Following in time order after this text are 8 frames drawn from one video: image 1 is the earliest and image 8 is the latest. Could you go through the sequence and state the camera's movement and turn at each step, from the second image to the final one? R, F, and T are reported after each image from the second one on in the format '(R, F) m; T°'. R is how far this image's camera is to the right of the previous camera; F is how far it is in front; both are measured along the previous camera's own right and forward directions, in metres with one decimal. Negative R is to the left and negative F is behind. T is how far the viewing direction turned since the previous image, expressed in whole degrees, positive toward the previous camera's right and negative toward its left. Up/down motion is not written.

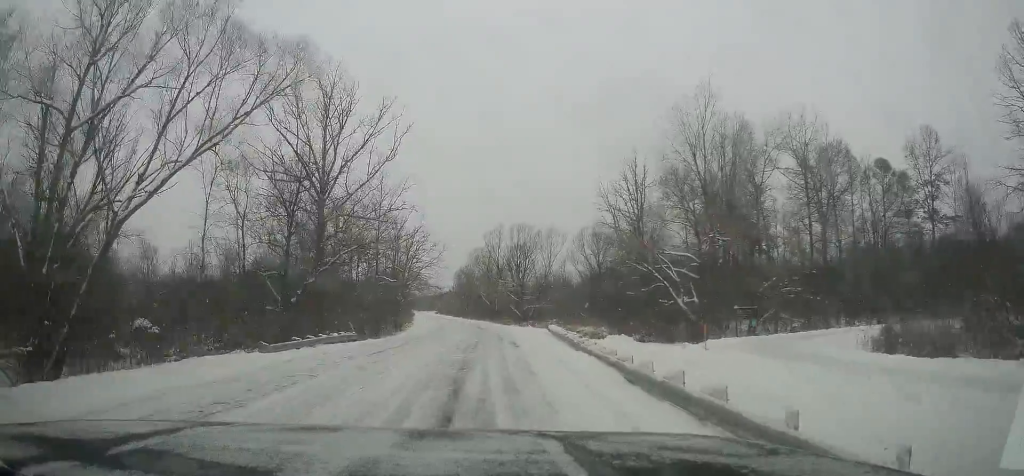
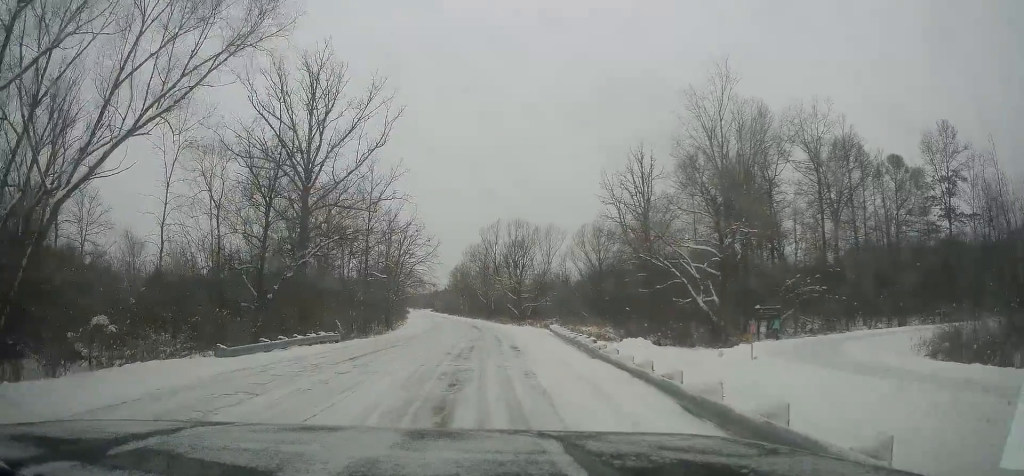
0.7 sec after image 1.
(0.0, +3.7) m; 0°
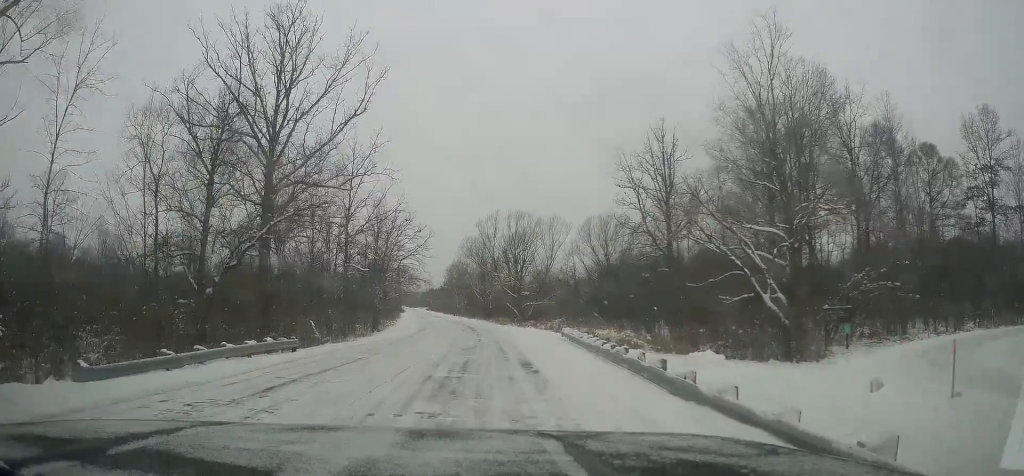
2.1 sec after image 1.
(0.0, +7.7) m; +1°
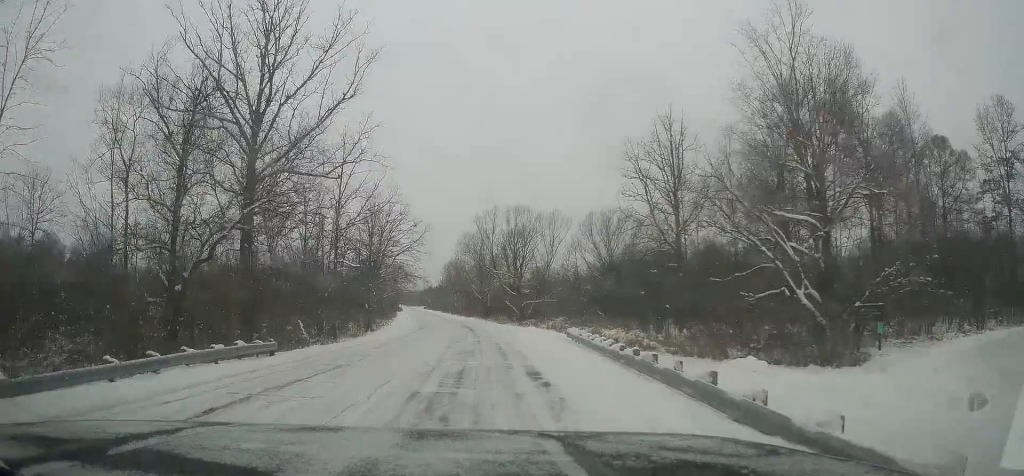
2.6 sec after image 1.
(0.0, +2.8) m; +3°
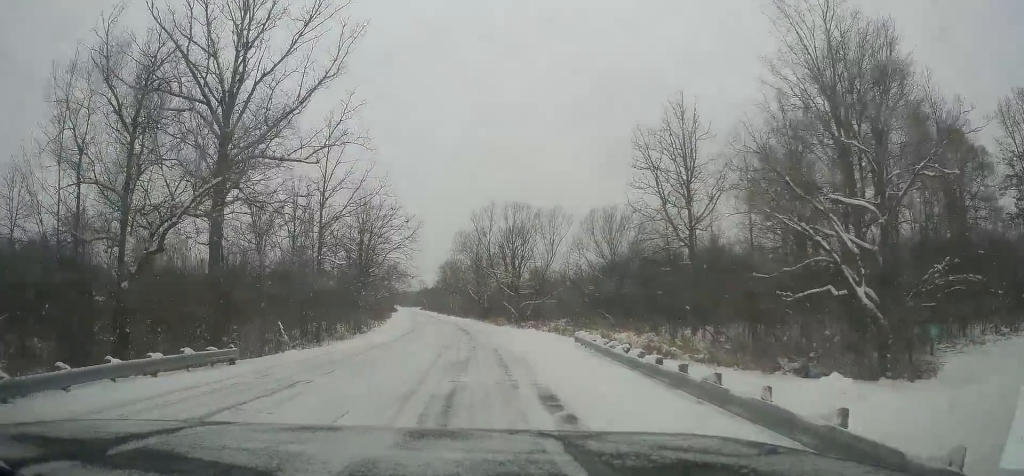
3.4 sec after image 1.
(+0.2, +3.8) m; +4°
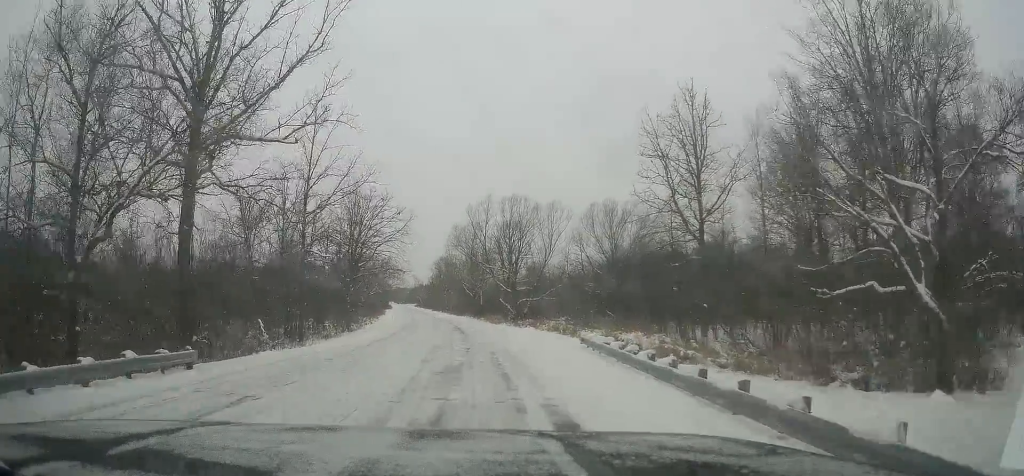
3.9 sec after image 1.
(+0.1, +3.0) m; +3°
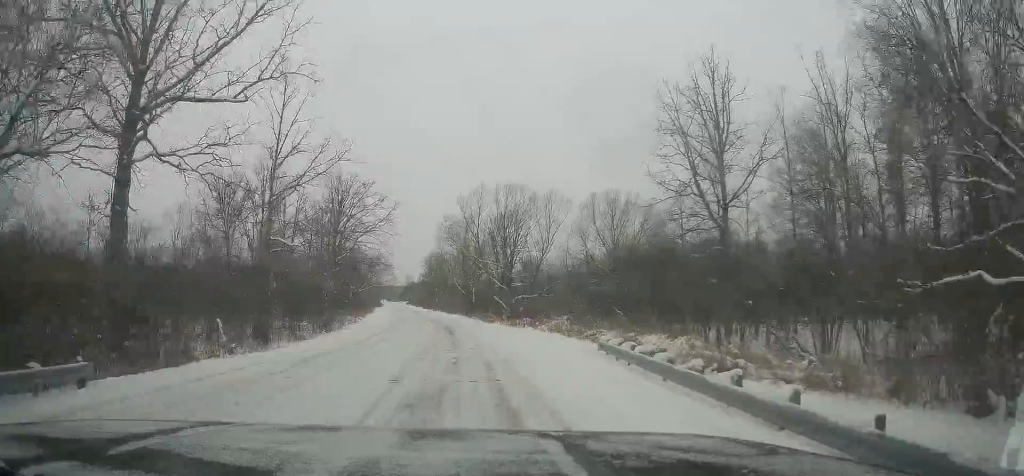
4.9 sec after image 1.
(0.0, +5.2) m; -5°
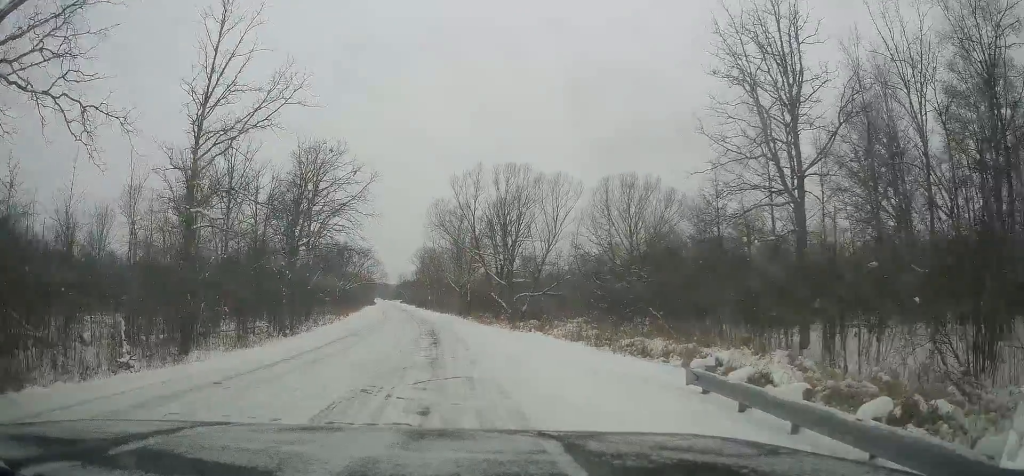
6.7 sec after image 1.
(-0.2, +9.3) m; 0°
